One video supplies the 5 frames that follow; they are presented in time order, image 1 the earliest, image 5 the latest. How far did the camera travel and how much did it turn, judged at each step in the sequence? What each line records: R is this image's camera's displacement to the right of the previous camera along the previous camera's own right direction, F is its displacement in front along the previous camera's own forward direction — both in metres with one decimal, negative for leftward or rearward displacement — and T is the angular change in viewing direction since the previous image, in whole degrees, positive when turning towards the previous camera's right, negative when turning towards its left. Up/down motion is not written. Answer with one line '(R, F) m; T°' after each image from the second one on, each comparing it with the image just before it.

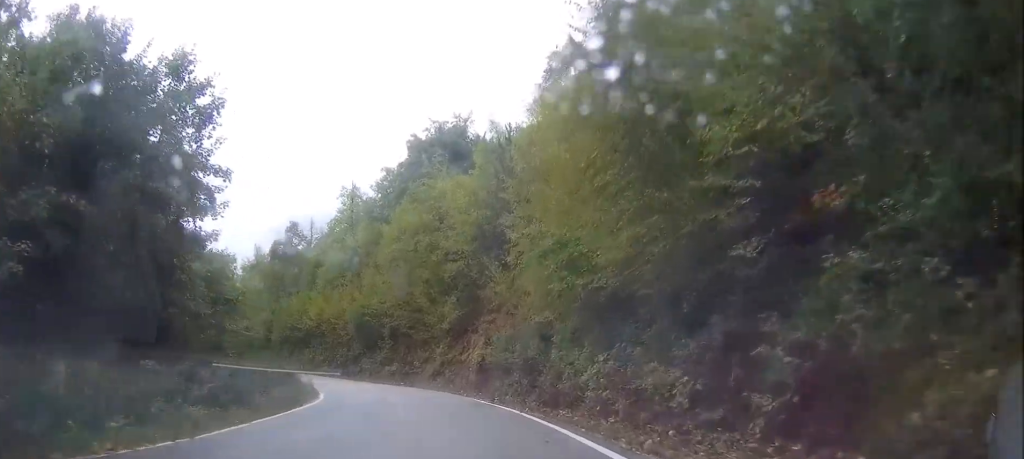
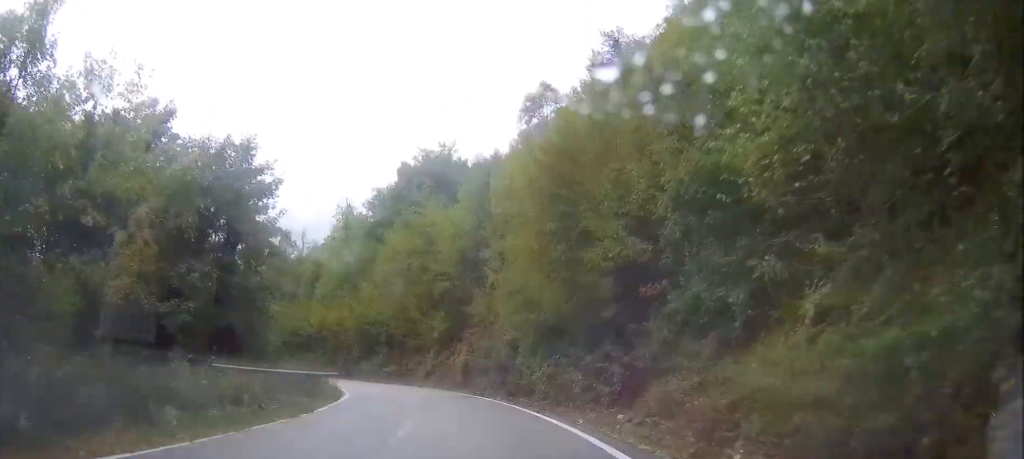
(-0.1, +6.0) m; -2°
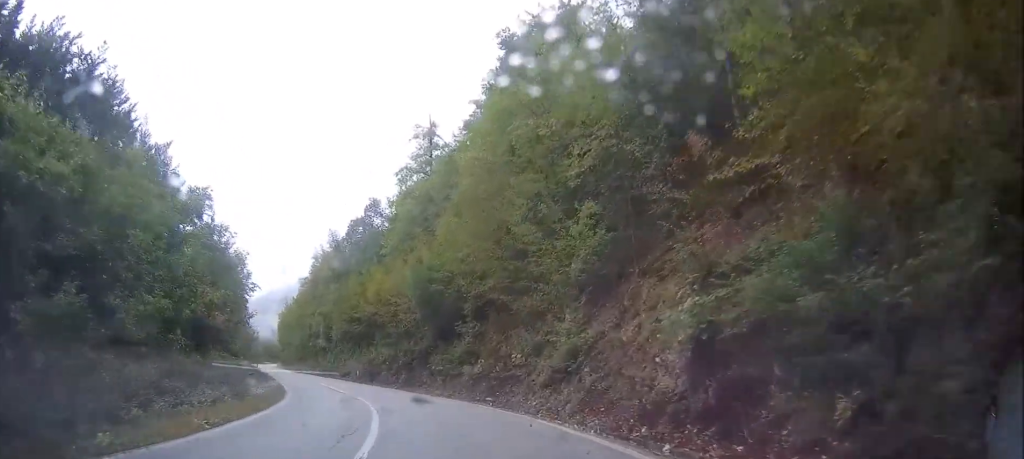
(-3.4, +31.6) m; -14°
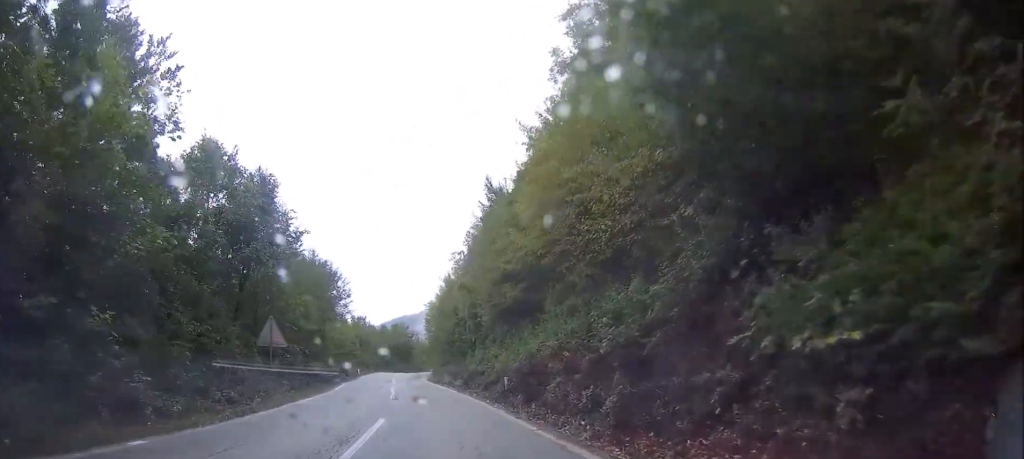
(-4.5, +29.0) m; -15°
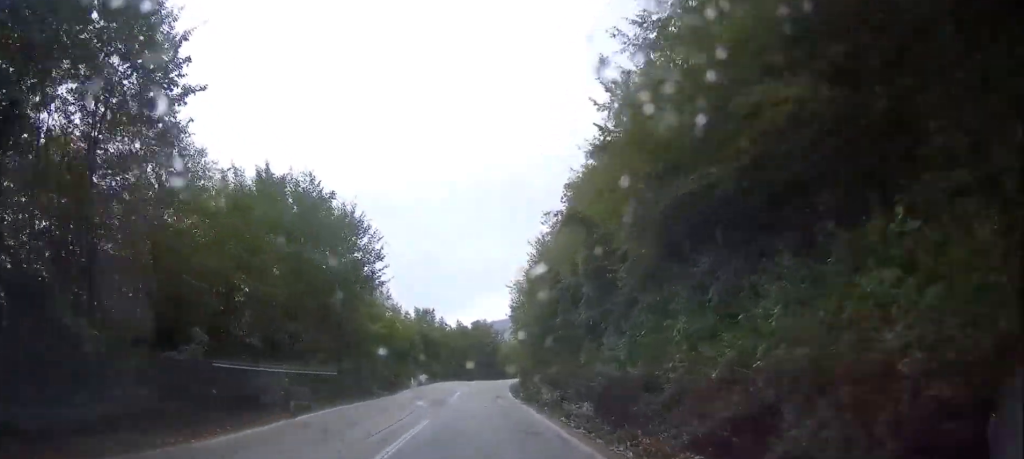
(-1.2, +23.0) m; -5°
